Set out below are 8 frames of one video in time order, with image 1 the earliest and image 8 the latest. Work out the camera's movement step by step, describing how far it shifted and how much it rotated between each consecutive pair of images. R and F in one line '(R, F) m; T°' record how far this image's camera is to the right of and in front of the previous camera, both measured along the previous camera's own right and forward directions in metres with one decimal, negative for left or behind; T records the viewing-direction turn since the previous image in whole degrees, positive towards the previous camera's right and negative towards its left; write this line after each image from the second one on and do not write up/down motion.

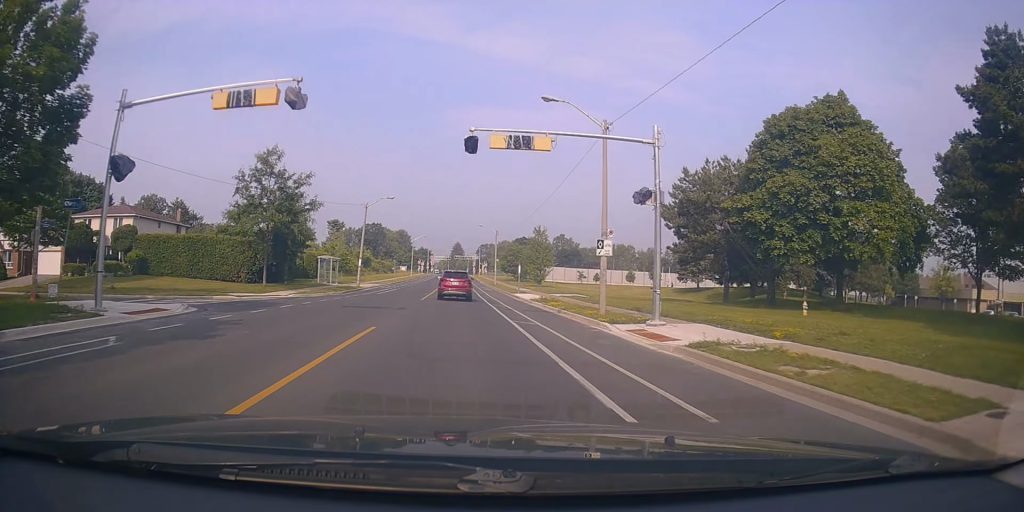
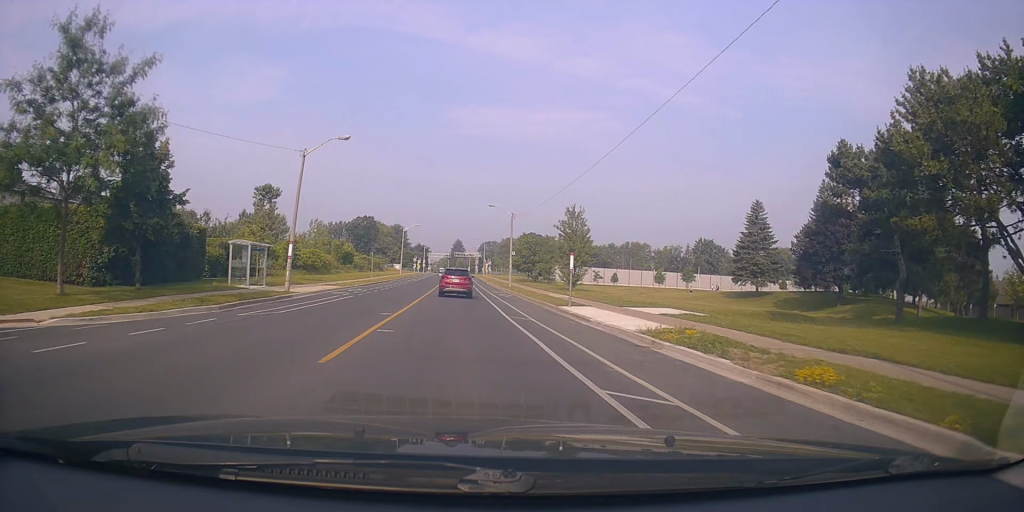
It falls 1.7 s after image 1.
(+0.9, +20.7) m; +3°
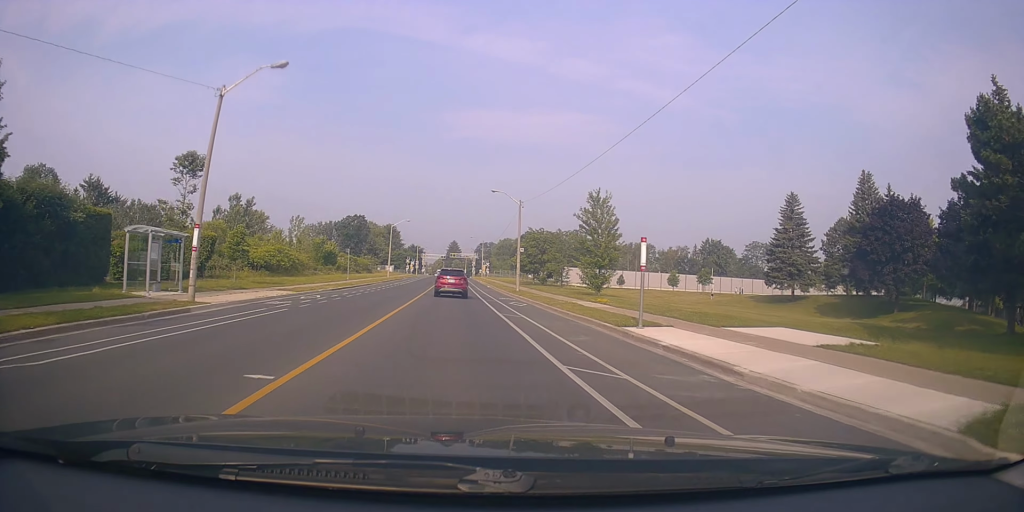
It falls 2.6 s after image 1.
(-0.1, +11.1) m; -1°
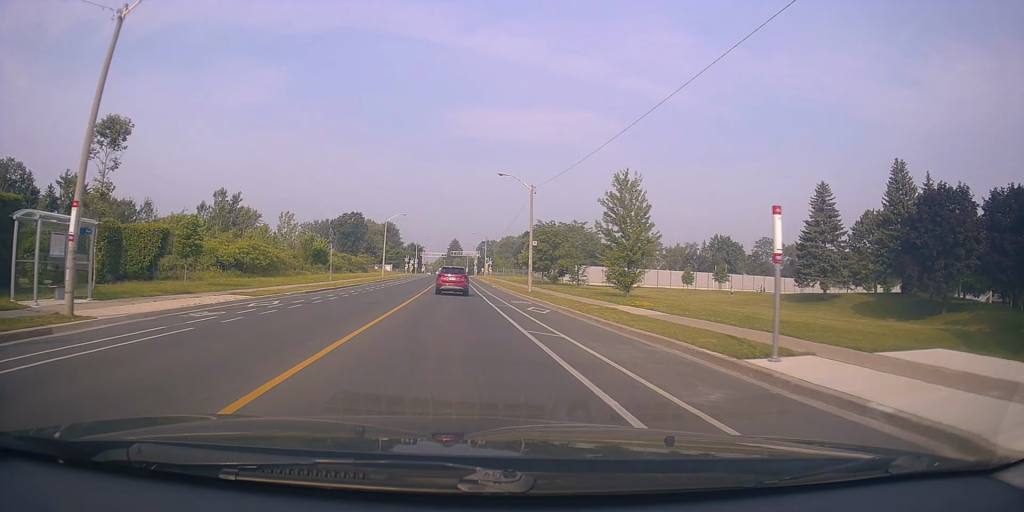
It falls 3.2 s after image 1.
(-0.3, +7.5) m; -1°
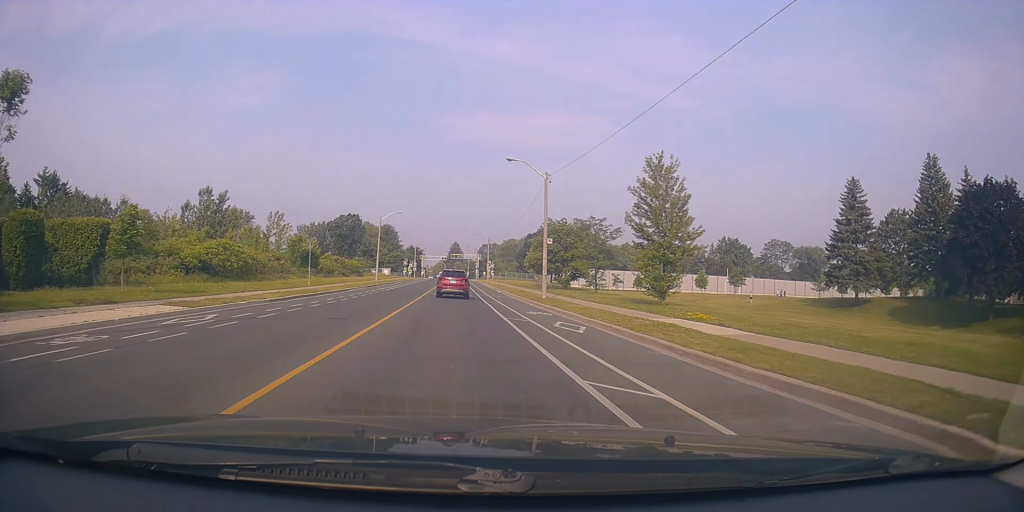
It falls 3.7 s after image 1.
(+0.2, +7.0) m; +1°
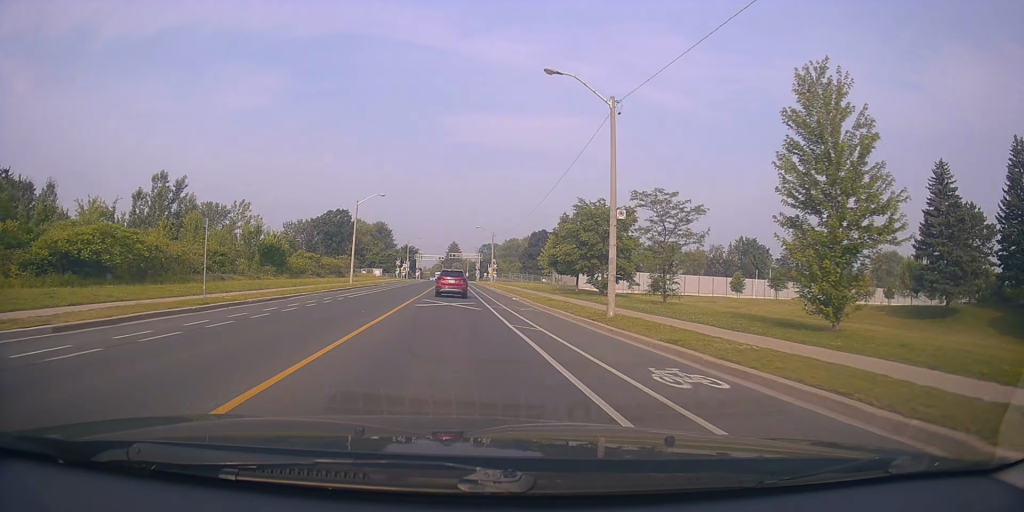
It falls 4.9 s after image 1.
(+0.2, +15.6) m; 0°
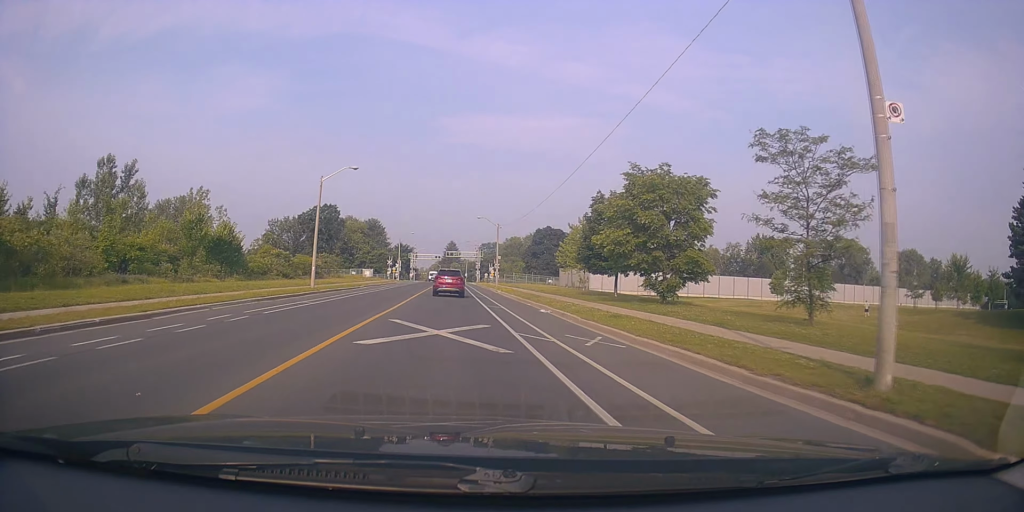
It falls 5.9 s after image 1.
(-0.2, +12.8) m; -2°
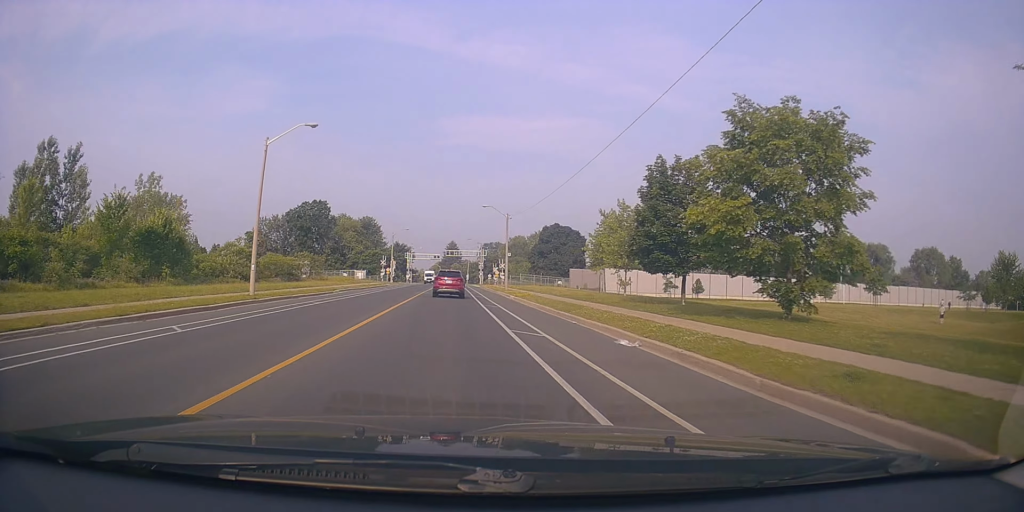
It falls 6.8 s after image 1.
(-0.2, +12.2) m; 0°
